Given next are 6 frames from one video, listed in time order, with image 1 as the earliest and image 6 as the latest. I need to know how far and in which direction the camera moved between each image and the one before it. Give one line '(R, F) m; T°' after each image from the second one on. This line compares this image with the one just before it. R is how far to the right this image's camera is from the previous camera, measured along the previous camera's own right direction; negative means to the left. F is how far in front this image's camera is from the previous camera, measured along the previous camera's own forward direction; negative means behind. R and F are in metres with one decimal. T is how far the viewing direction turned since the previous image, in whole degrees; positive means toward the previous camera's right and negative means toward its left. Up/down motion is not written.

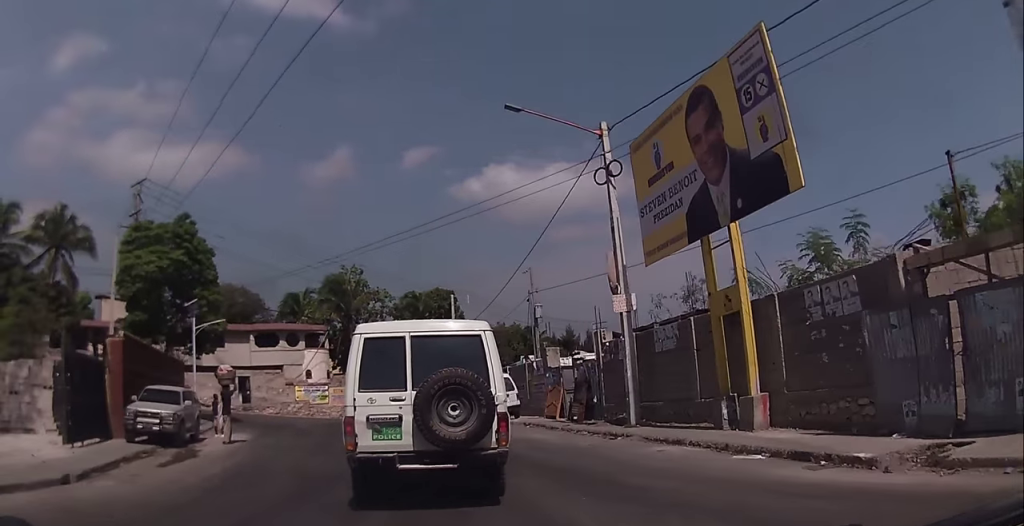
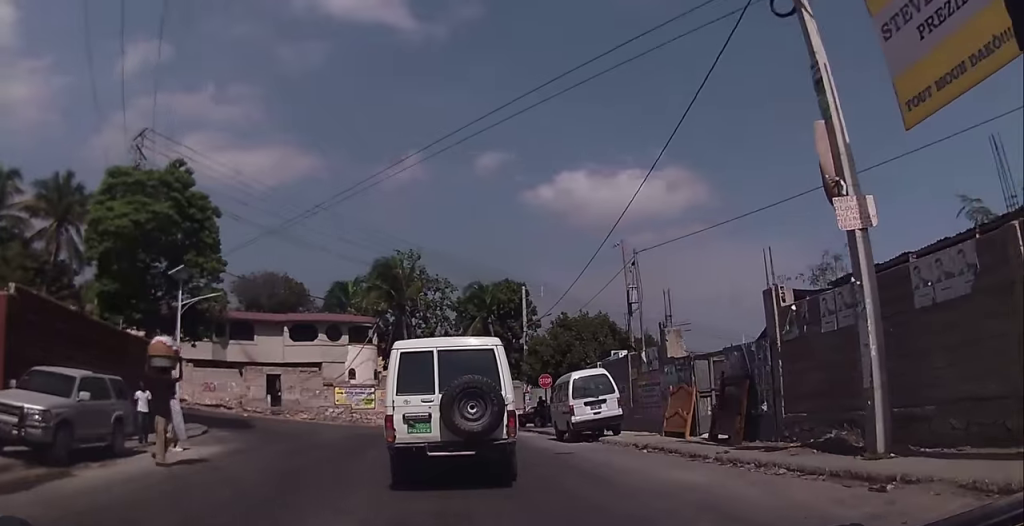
(-0.3, +7.8) m; -6°
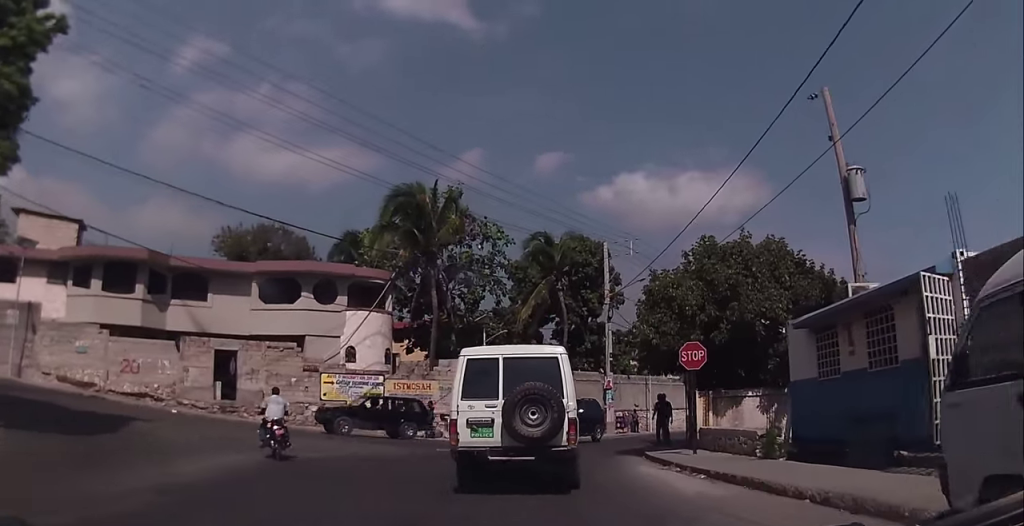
(-0.8, +15.3) m; -2°
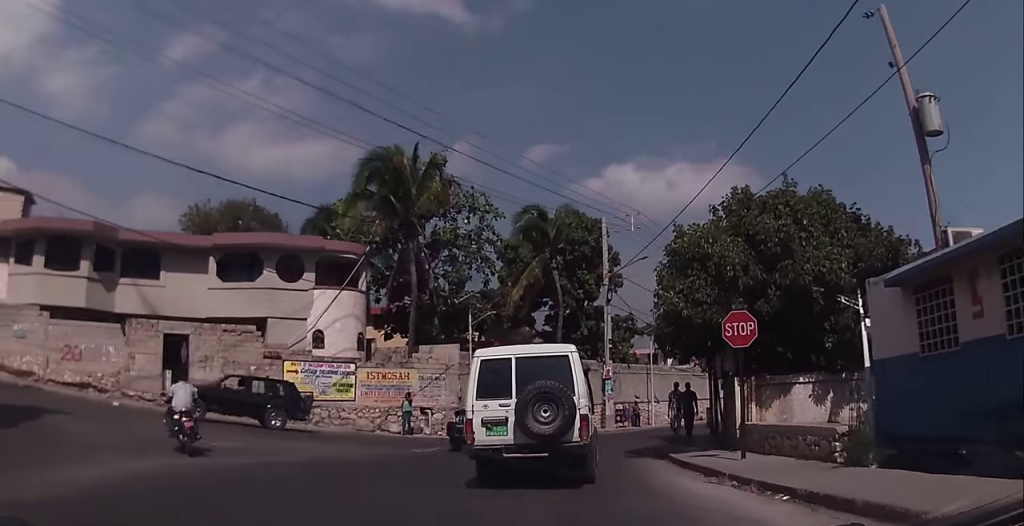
(0.0, +4.1) m; +1°
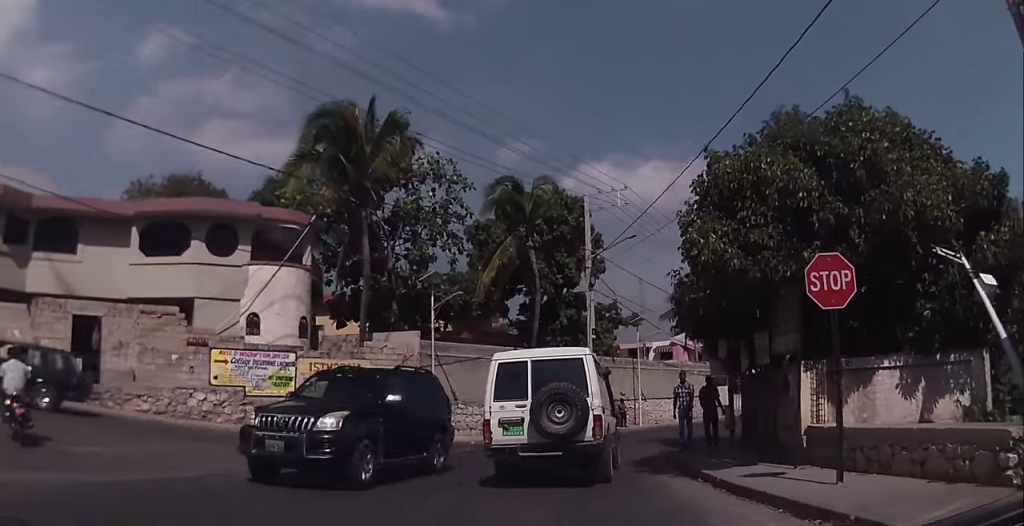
(+0.1, +4.5) m; +1°
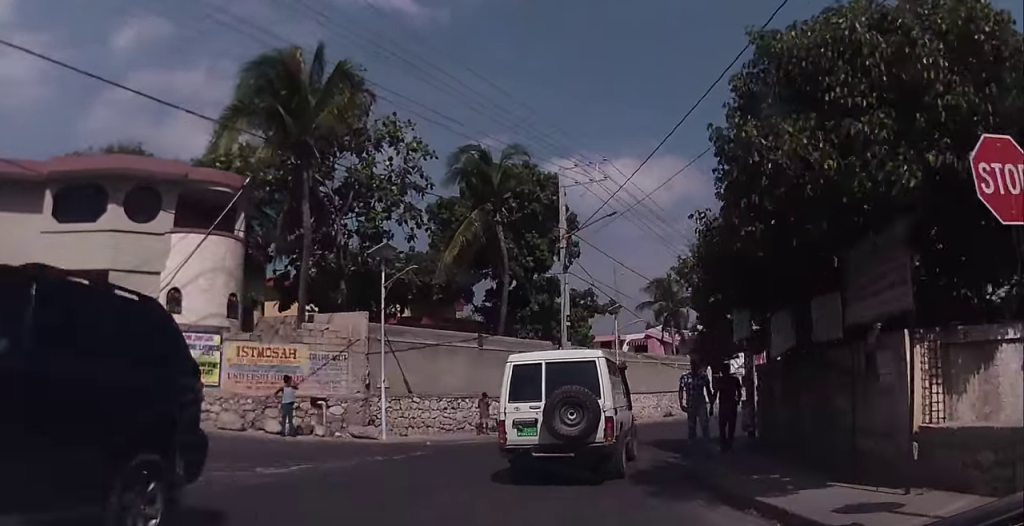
(0.0, +3.7) m; +4°
